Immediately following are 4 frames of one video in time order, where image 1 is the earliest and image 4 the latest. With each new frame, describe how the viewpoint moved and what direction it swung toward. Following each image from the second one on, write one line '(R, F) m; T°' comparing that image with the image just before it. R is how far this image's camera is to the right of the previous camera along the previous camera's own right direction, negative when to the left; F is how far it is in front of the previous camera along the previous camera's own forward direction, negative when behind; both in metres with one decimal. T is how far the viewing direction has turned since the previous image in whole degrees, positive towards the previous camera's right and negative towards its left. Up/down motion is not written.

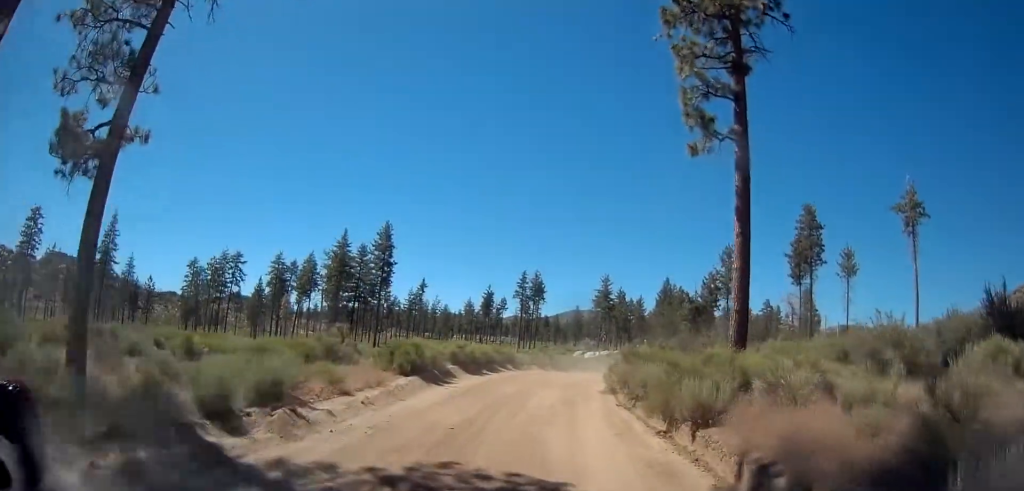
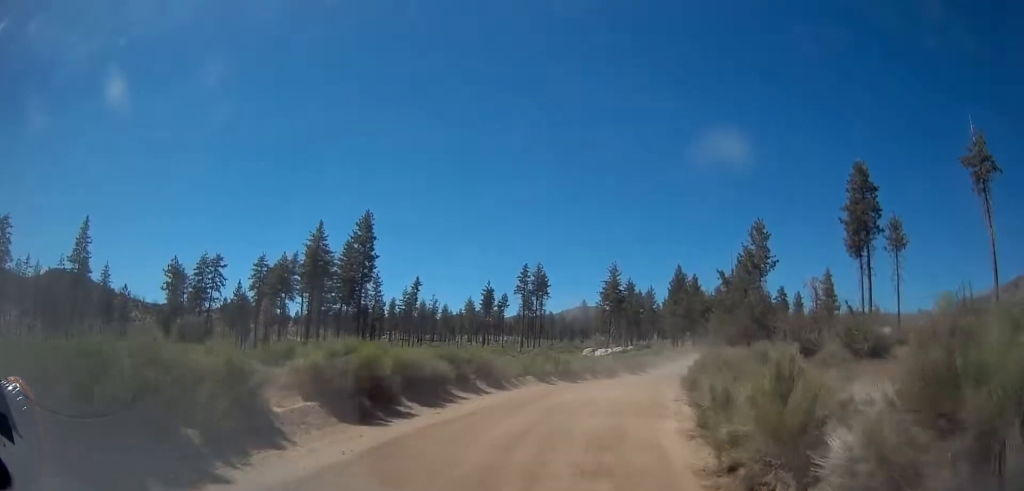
(-0.1, +15.7) m; -5°
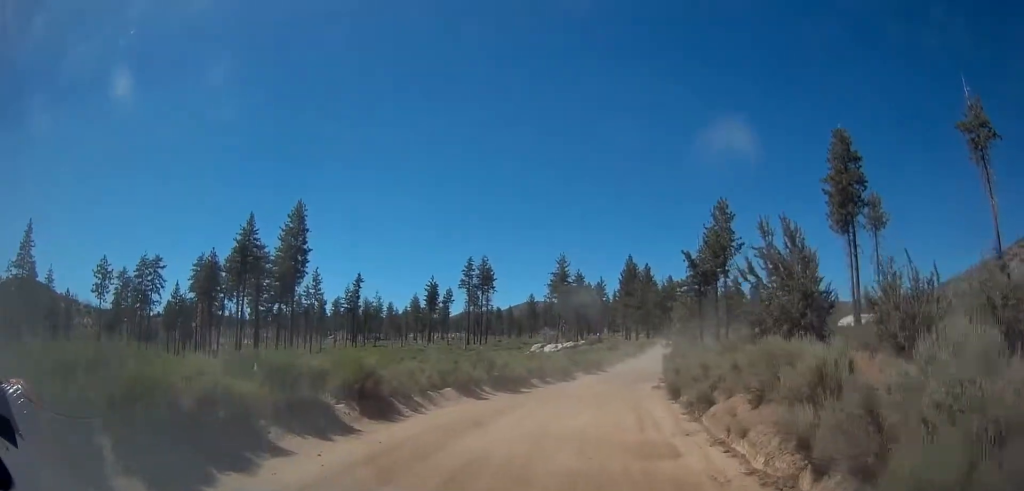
(-0.1, +8.4) m; +7°
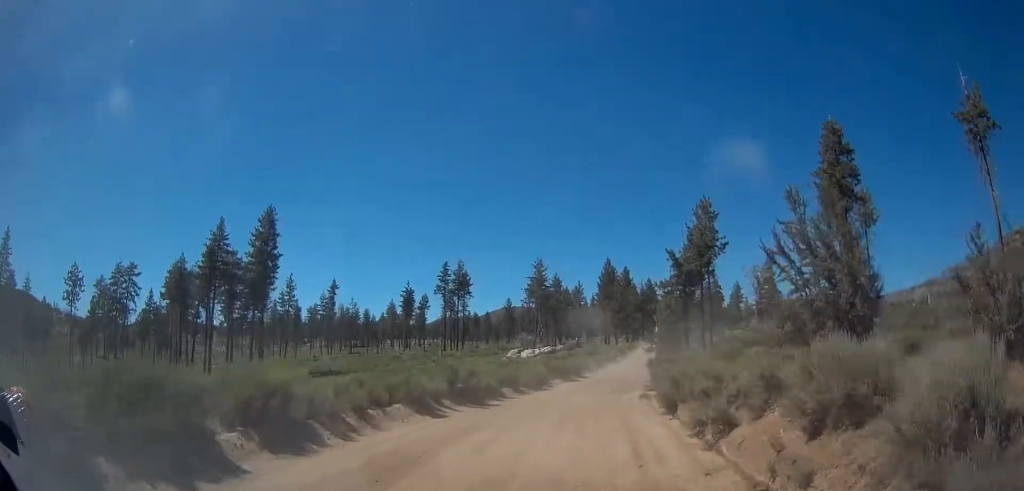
(+0.2, +3.4) m; +5°
